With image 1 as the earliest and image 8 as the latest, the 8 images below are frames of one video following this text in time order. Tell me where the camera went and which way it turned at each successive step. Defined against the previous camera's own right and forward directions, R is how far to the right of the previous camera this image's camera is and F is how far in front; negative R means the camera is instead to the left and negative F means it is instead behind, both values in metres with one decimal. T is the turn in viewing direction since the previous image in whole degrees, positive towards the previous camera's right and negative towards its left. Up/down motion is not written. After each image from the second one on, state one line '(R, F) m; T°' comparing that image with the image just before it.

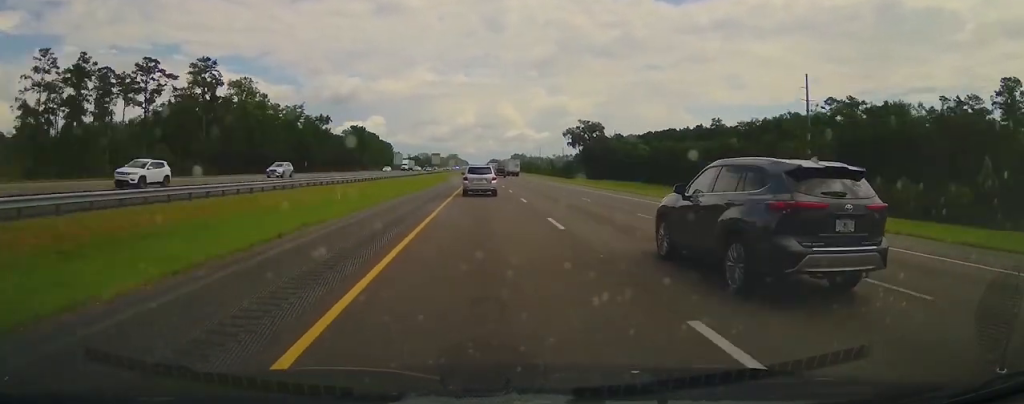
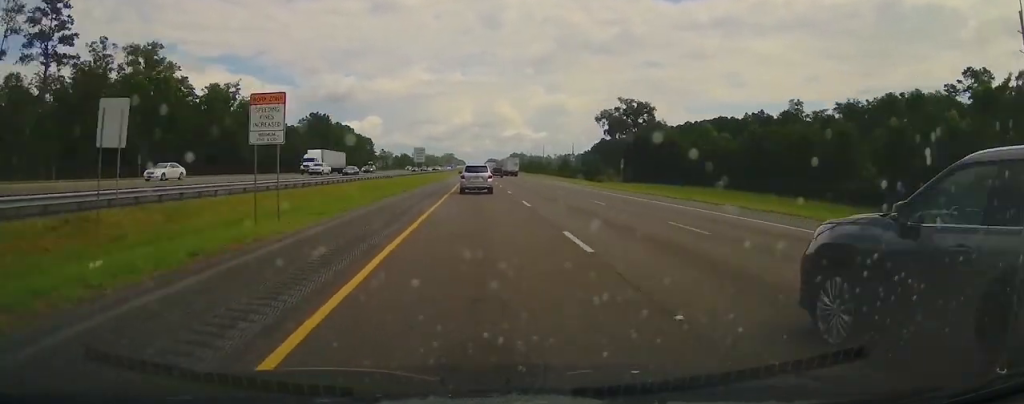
(-0.1, +63.1) m; 0°
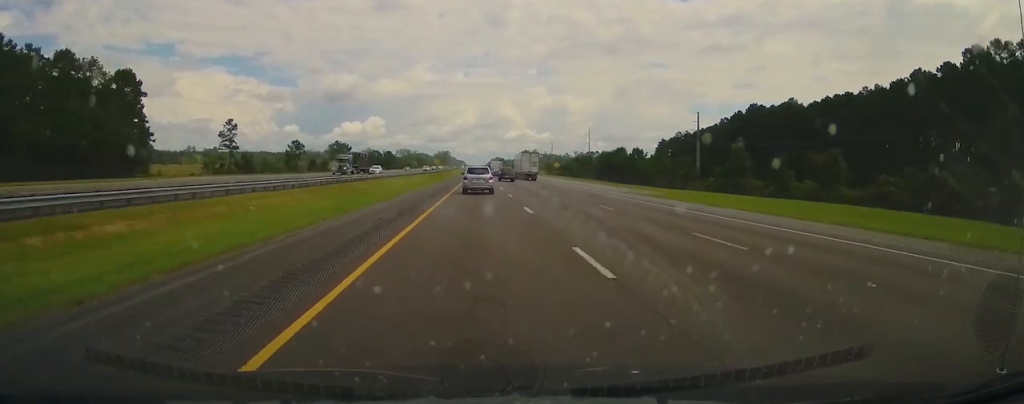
(+0.2, +236.8) m; 0°
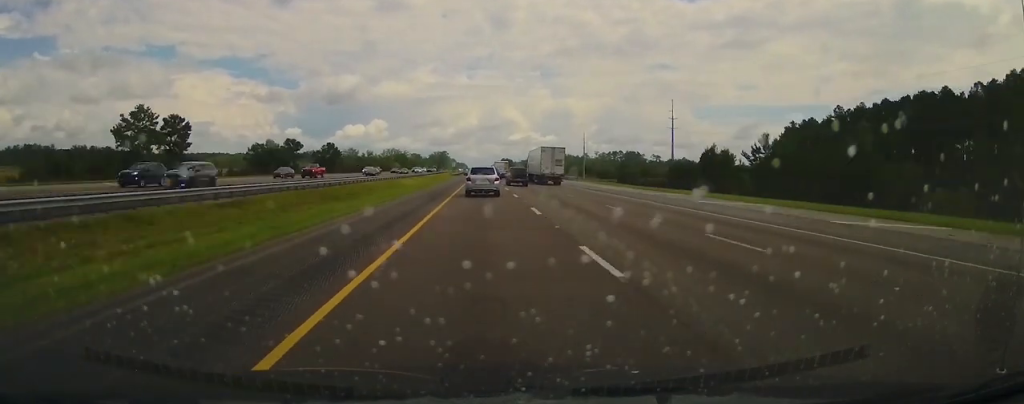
(-0.1, +152.5) m; 0°
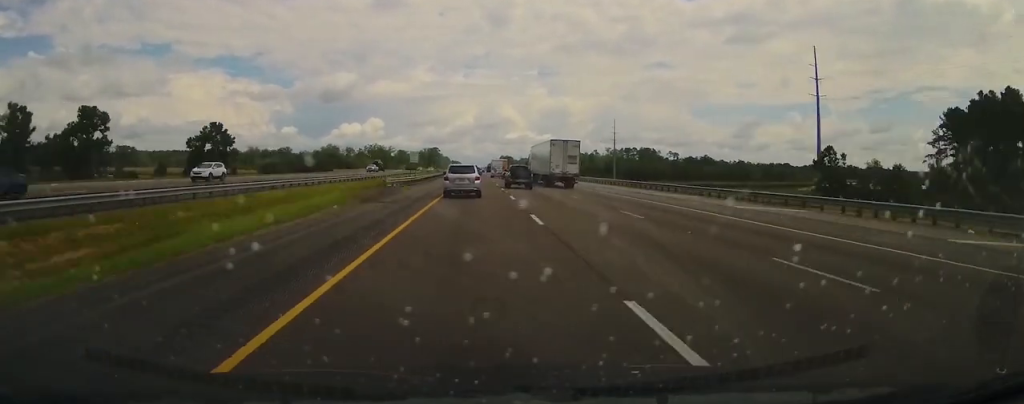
(+0.1, +99.0) m; 0°
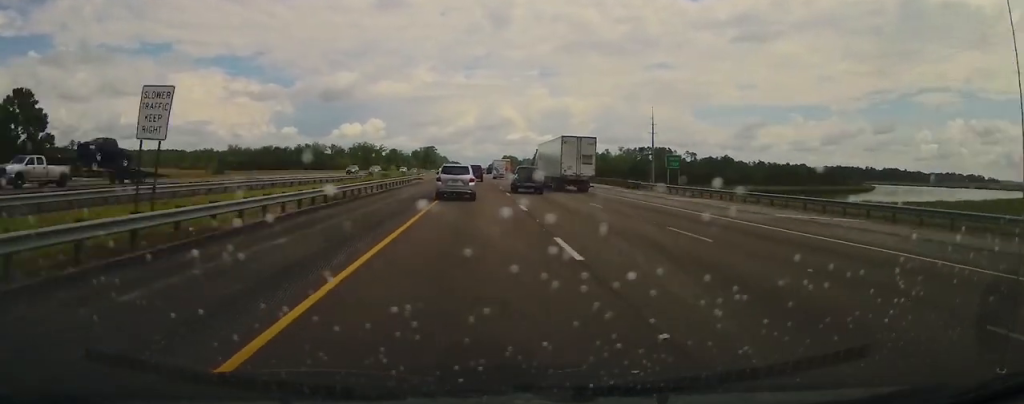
(+0.3, +65.3) m; 0°
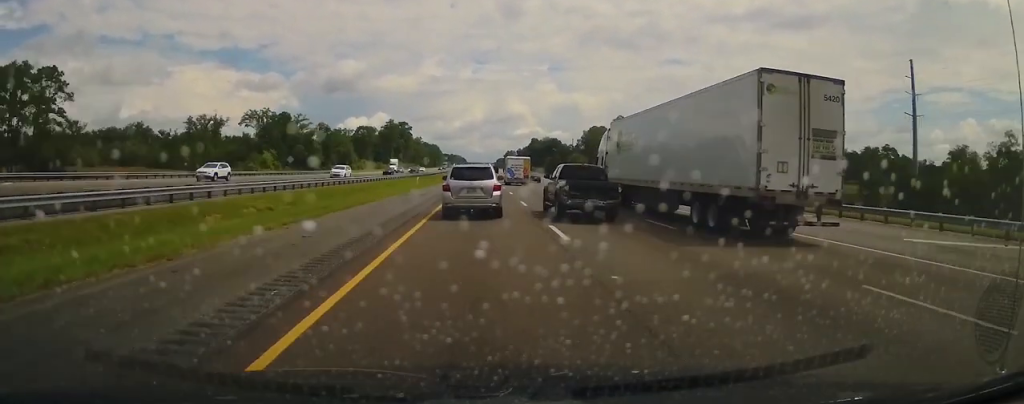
(-2.3, +299.7) m; 0°
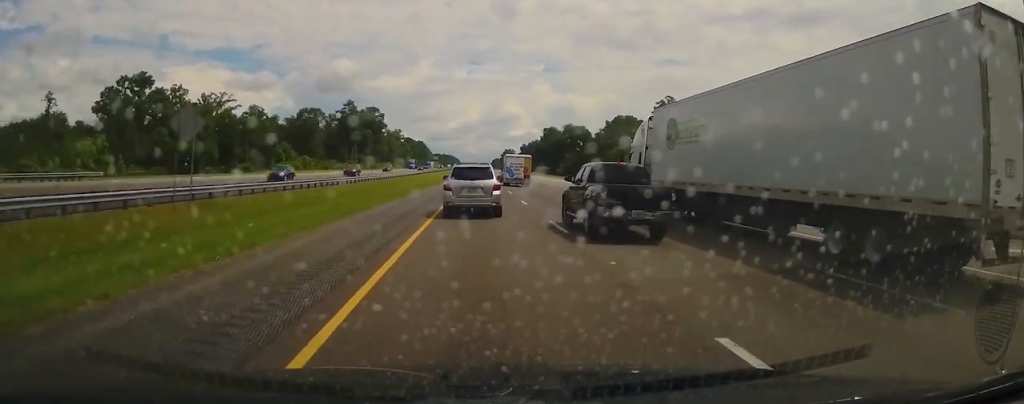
(+0.9, +96.0) m; 0°
